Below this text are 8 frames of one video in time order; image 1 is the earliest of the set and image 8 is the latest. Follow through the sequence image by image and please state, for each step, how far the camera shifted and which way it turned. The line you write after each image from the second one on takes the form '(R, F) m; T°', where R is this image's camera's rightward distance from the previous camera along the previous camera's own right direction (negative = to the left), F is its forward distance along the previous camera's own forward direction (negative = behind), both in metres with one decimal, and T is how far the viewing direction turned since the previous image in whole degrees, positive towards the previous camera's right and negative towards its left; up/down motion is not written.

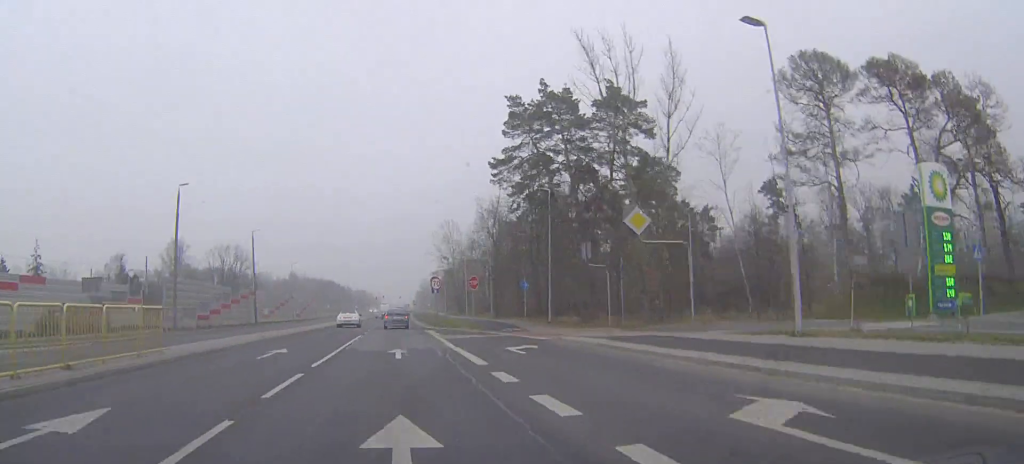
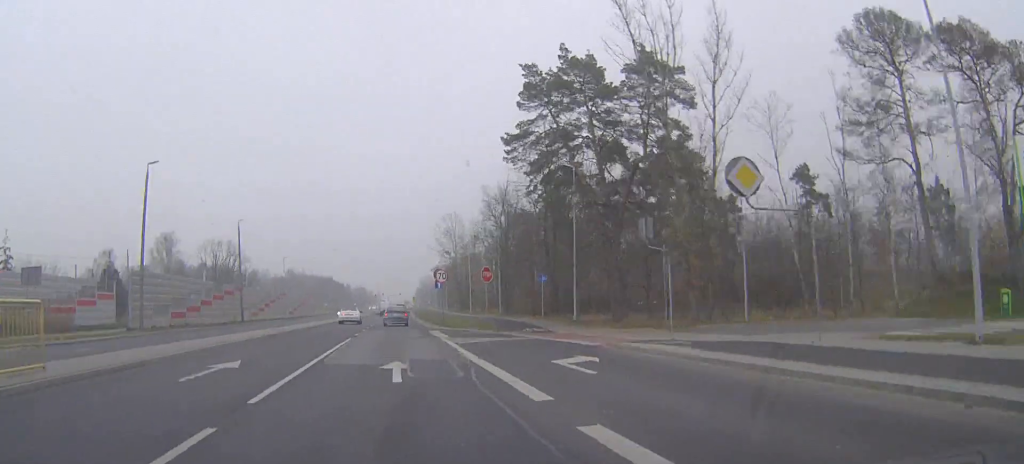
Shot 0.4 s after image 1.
(0.0, +6.8) m; 0°
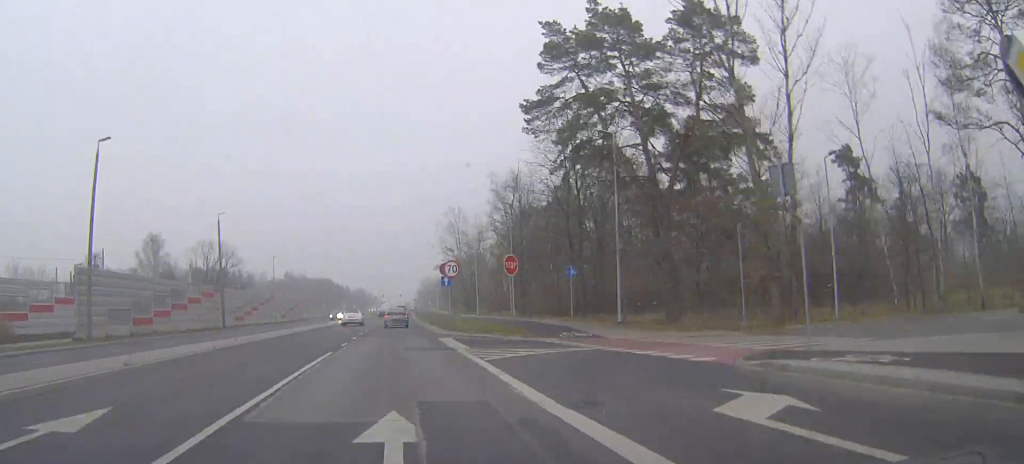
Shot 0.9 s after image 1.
(0.0, +8.2) m; 0°
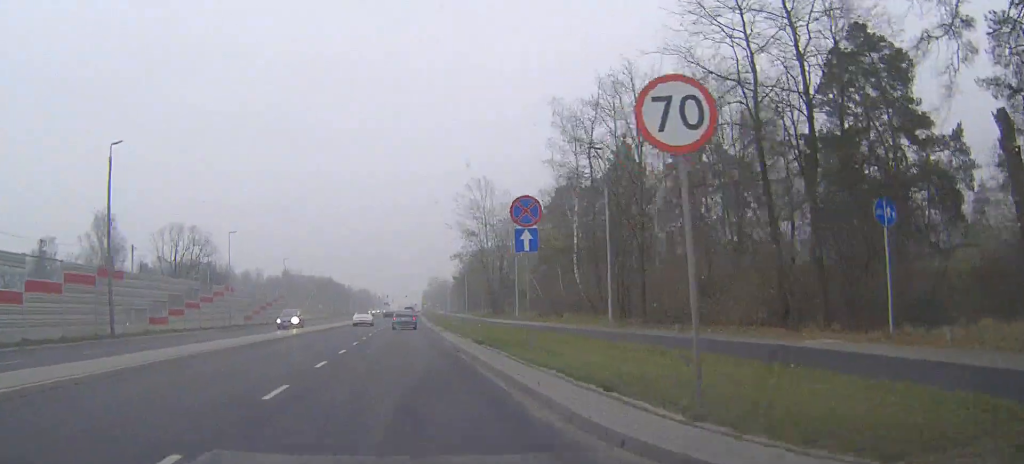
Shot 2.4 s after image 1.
(0.0, +26.4) m; 0°
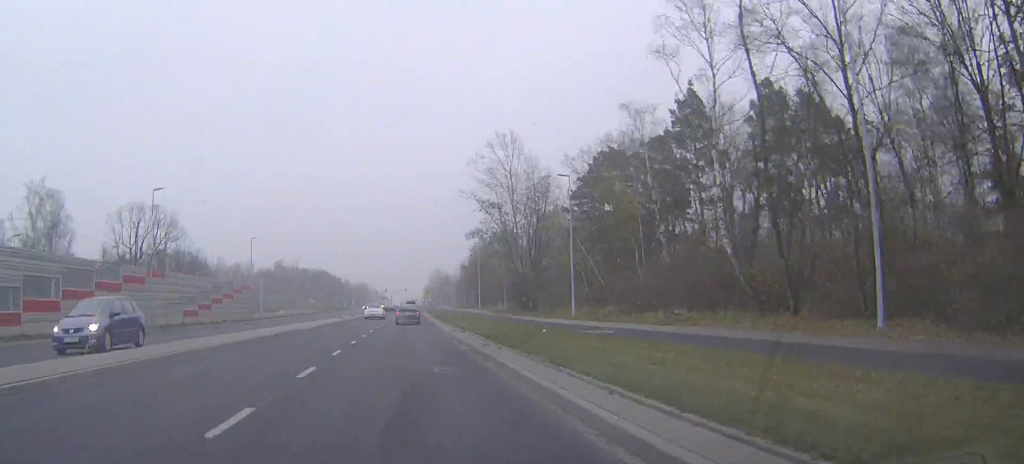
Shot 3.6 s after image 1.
(-0.1, +20.7) m; 0°
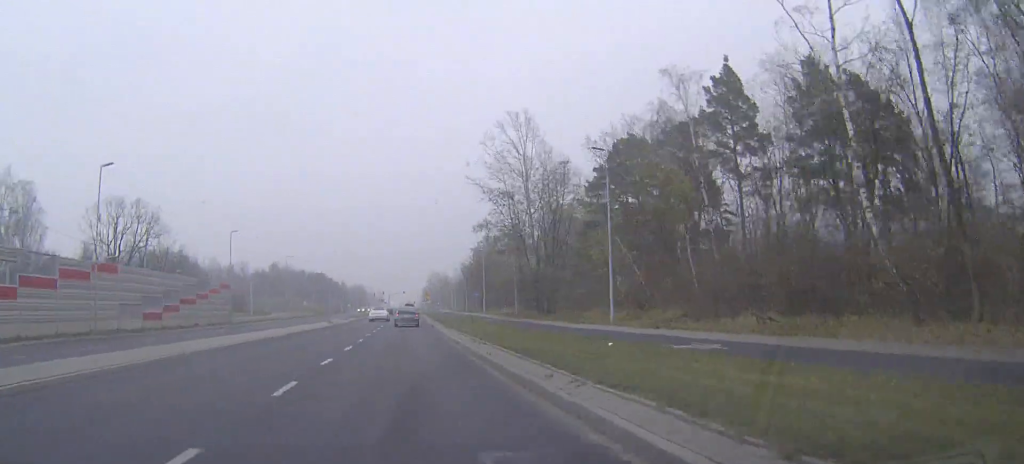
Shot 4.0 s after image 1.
(0.0, +8.6) m; 0°
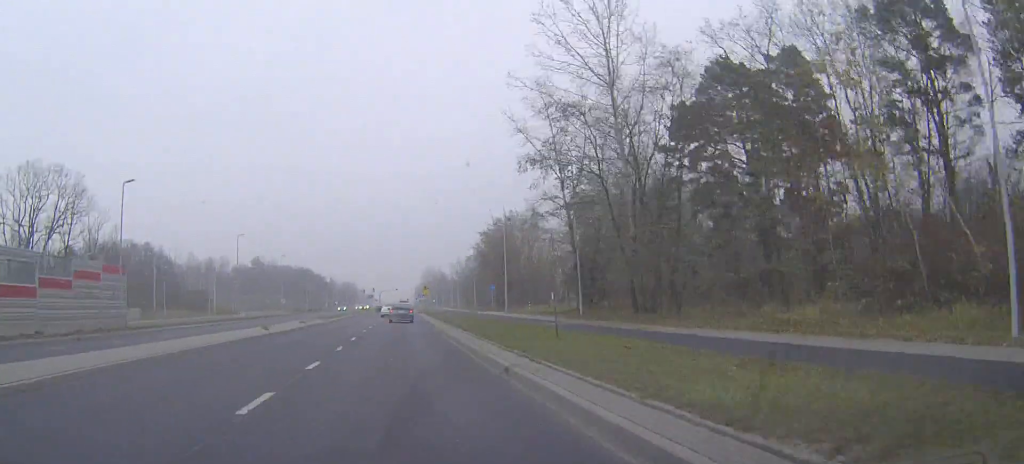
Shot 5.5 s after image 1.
(0.0, +25.9) m; 0°
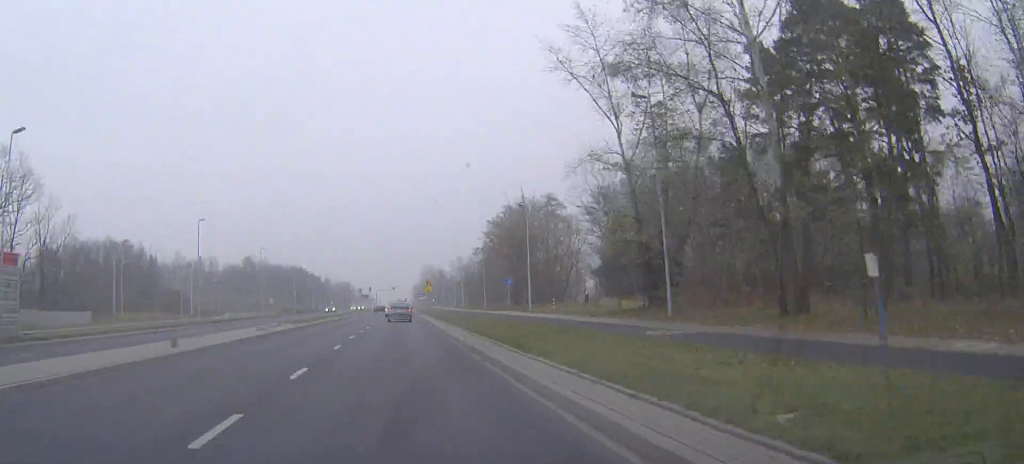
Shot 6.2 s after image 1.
(0.0, +13.7) m; 0°
